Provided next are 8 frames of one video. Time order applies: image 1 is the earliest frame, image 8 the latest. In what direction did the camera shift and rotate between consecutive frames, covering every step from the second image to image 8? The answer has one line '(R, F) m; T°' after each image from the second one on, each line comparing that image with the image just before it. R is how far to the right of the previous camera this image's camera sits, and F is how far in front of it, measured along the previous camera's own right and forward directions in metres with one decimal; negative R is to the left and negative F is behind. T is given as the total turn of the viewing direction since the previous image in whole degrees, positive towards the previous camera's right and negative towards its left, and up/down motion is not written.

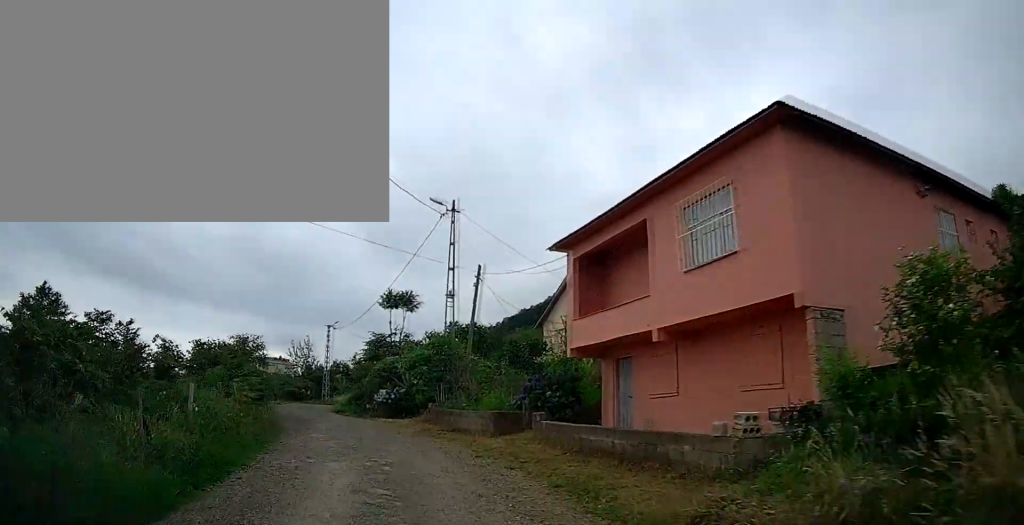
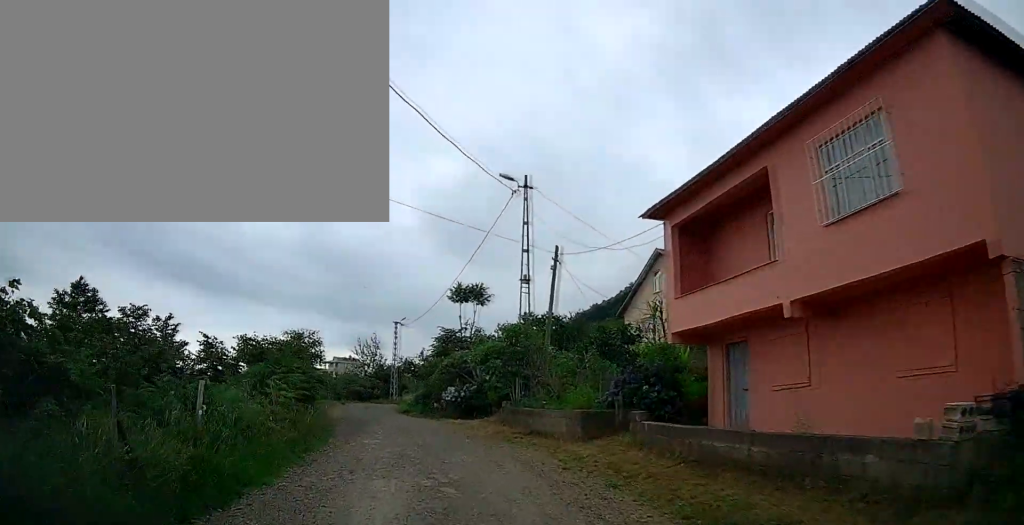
(0.0, +2.3) m; -6°
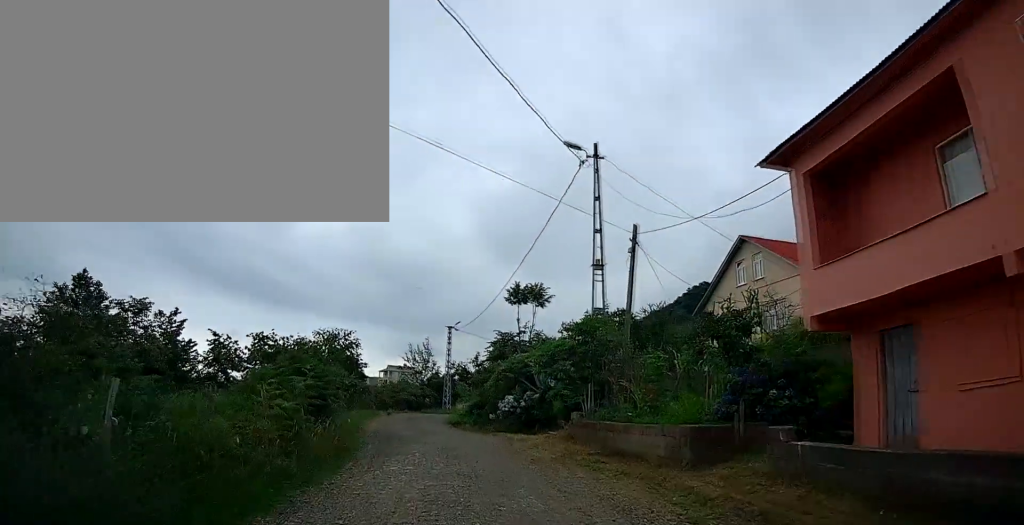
(-0.3, +3.4) m; -3°
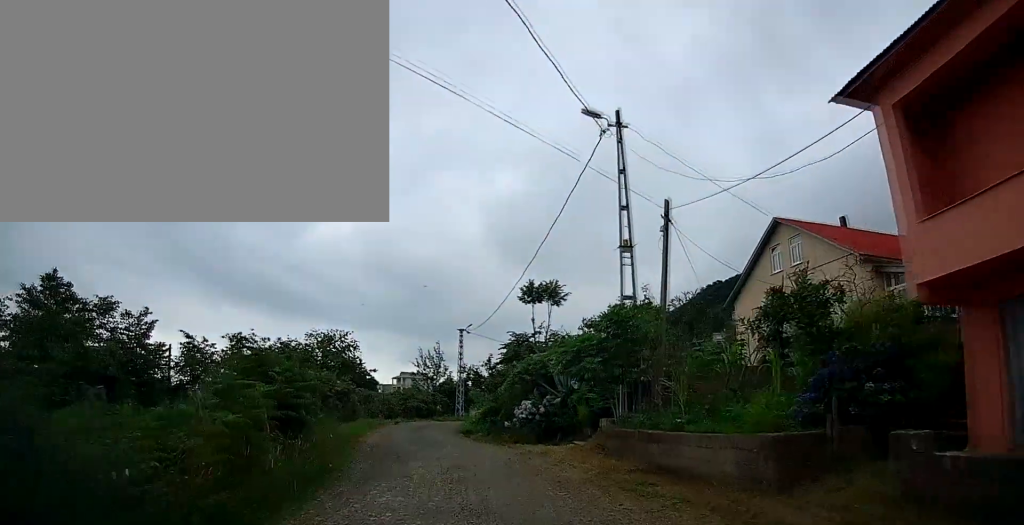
(-0.1, +2.3) m; -2°
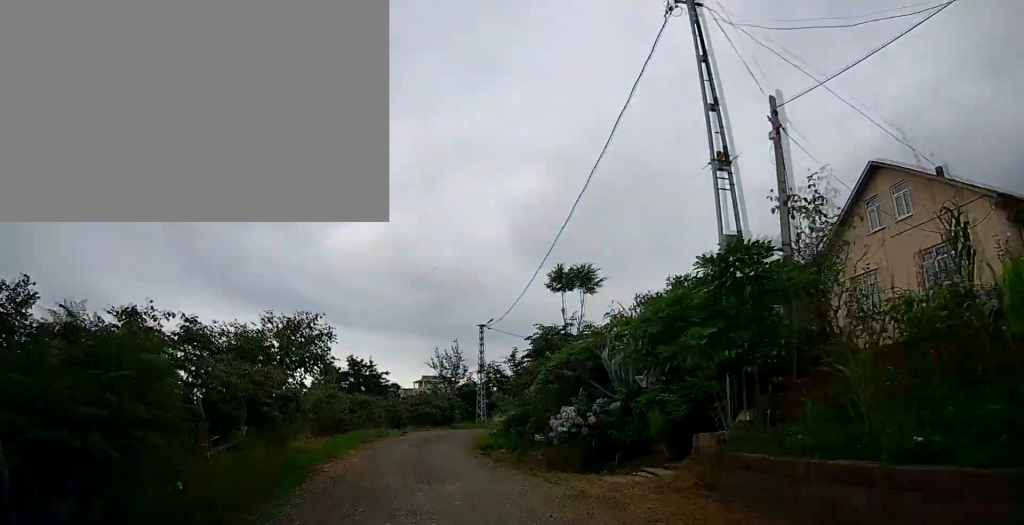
(+0.1, +5.4) m; -3°
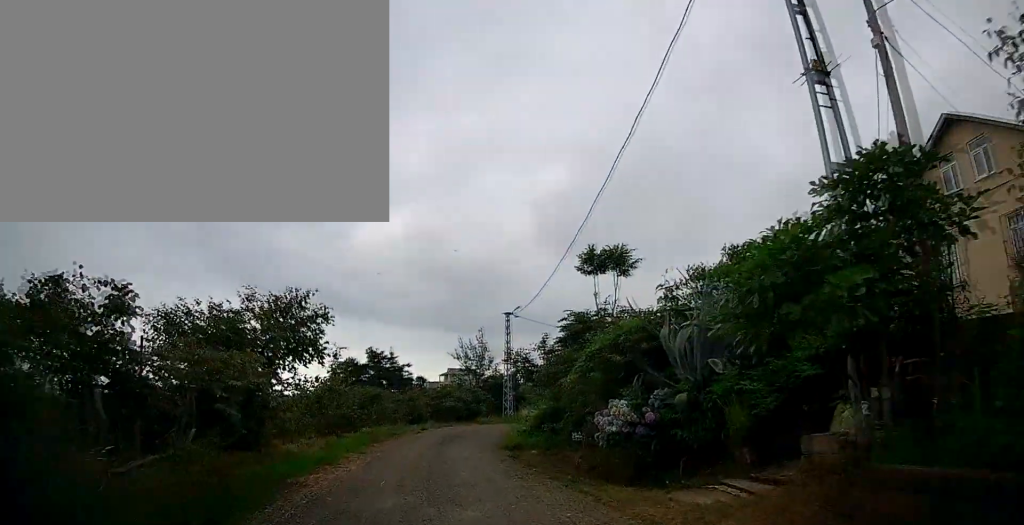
(-0.2, +2.6) m; -3°
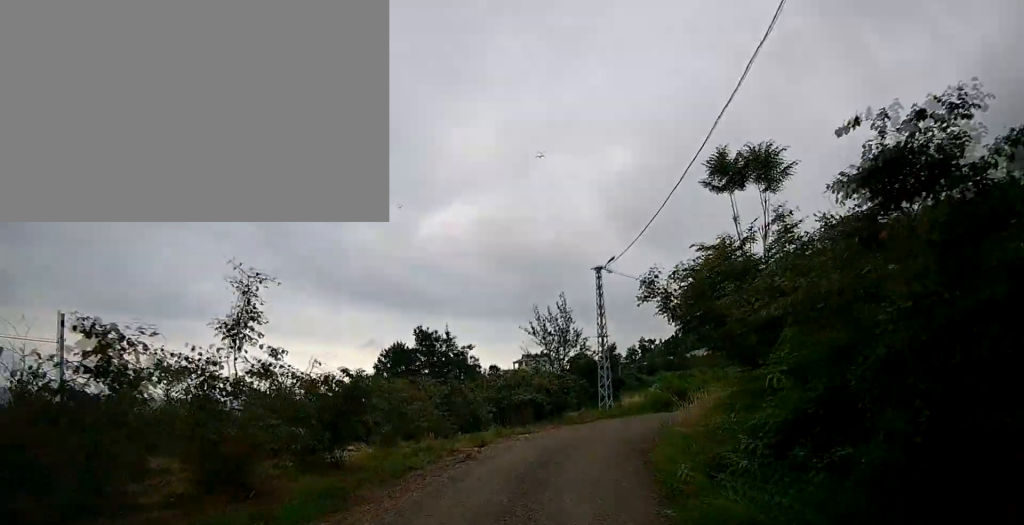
(-1.0, +10.9) m; -8°
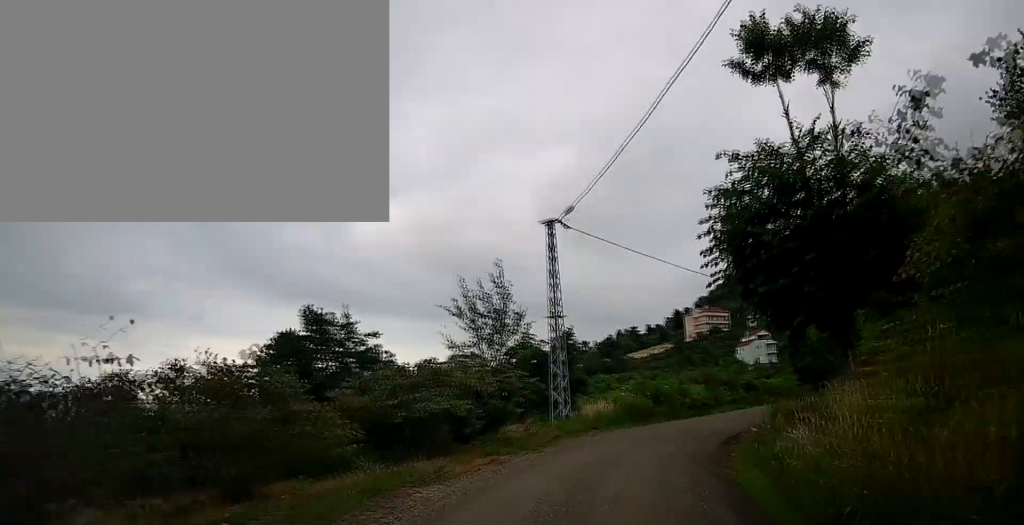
(0.0, +9.1) m; +4°
